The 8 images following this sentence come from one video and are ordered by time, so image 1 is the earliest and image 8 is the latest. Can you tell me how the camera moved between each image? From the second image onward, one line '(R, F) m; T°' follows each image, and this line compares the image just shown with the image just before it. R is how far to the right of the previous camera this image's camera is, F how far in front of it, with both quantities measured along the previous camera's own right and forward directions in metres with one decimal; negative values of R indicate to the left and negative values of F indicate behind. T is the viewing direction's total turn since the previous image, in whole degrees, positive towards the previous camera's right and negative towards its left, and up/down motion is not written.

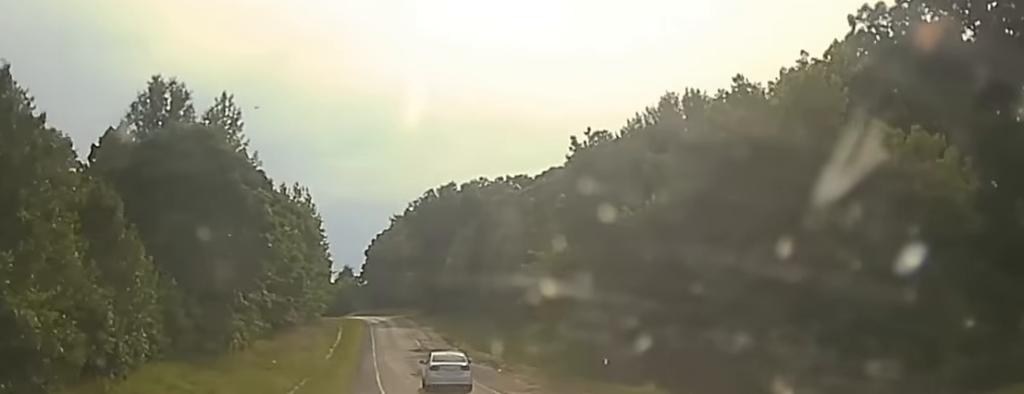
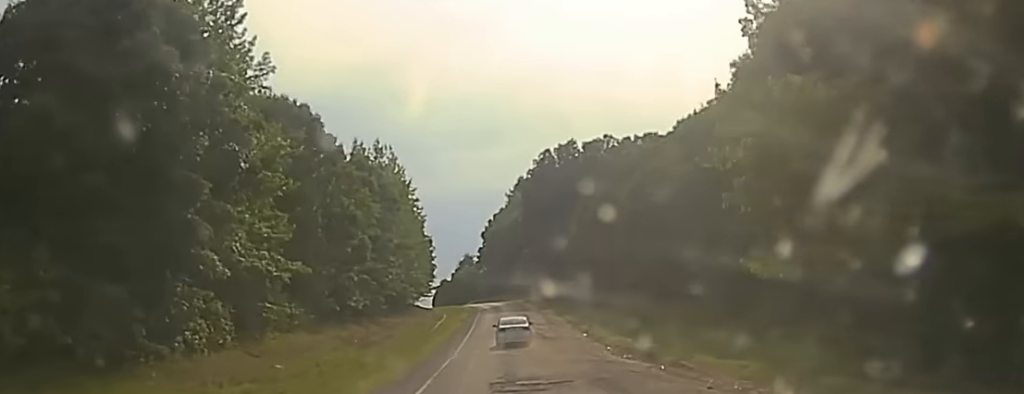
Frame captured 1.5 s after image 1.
(-0.8, +22.5) m; -6°
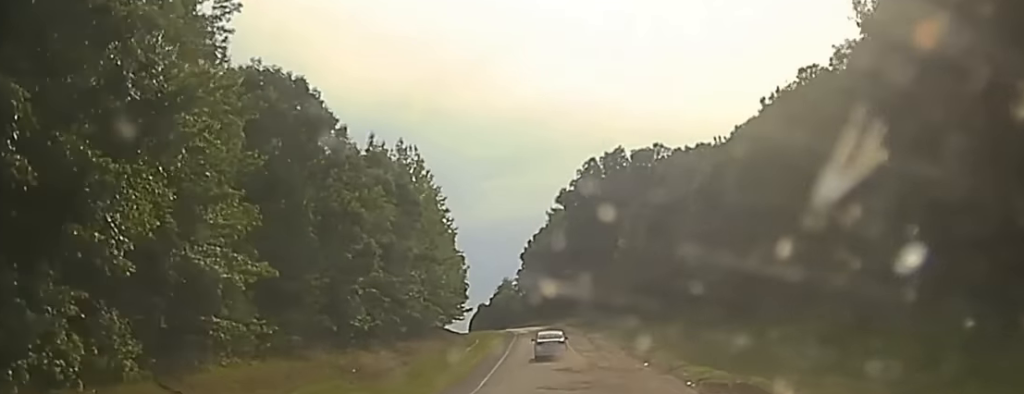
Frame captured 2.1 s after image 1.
(-0.3, +10.4) m; -4°
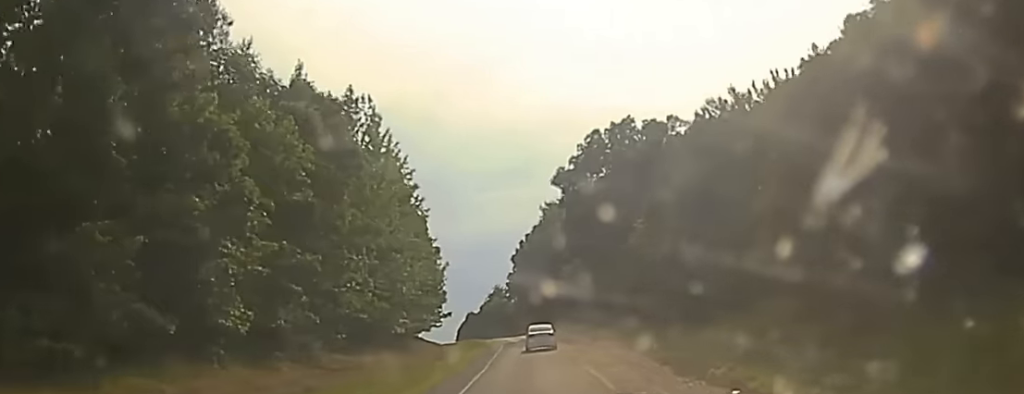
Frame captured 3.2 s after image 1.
(-0.7, +20.2) m; -1°
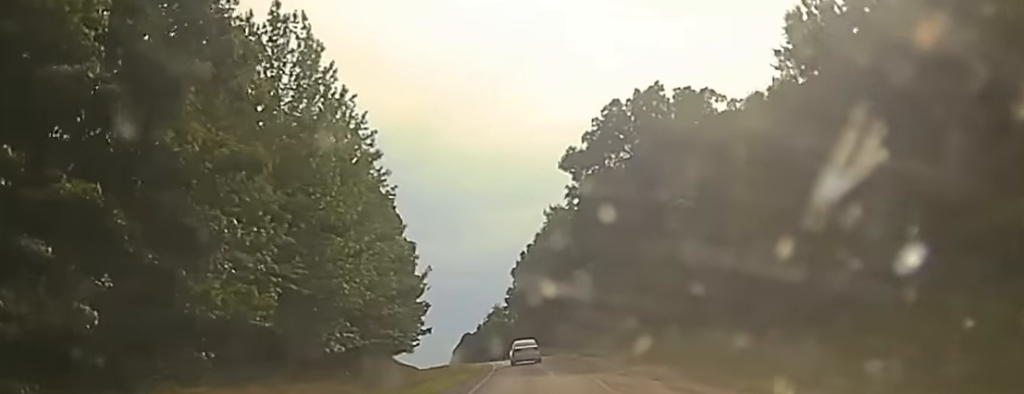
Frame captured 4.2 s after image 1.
(+0.4, +18.8) m; +2°
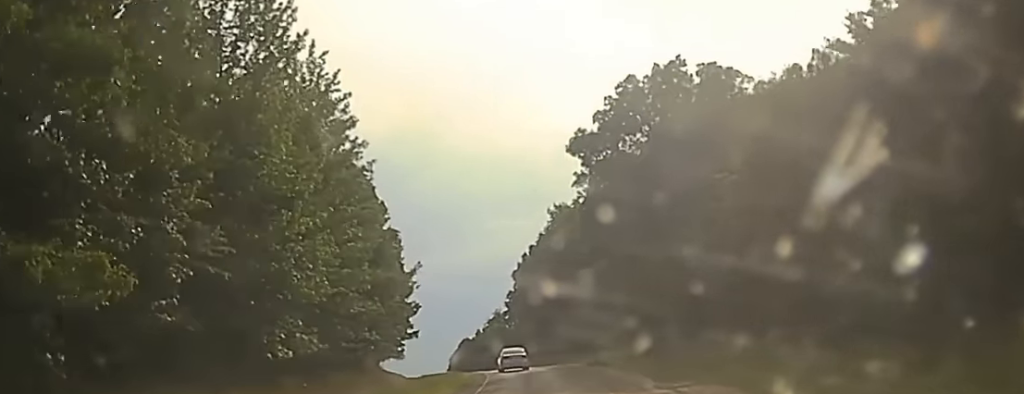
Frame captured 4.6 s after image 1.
(+0.1, +8.3) m; 0°
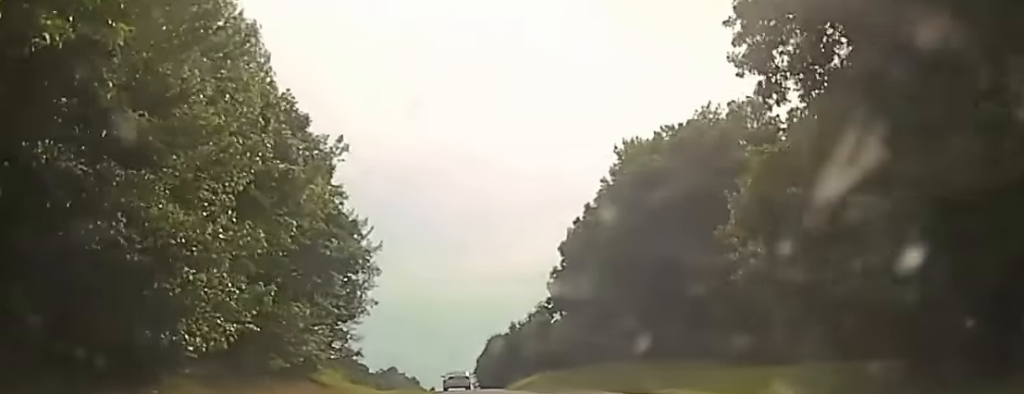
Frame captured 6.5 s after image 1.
(+0.1, +47.0) m; -1°
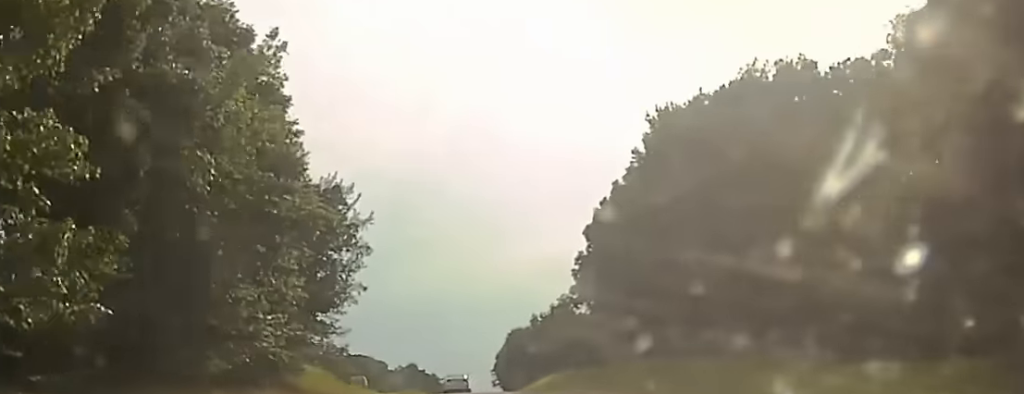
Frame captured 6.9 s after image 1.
(0.0, +11.9) m; 0°
